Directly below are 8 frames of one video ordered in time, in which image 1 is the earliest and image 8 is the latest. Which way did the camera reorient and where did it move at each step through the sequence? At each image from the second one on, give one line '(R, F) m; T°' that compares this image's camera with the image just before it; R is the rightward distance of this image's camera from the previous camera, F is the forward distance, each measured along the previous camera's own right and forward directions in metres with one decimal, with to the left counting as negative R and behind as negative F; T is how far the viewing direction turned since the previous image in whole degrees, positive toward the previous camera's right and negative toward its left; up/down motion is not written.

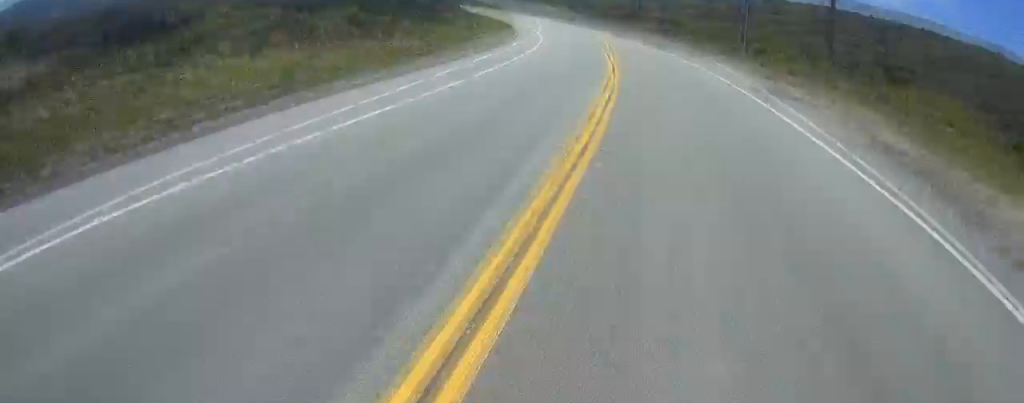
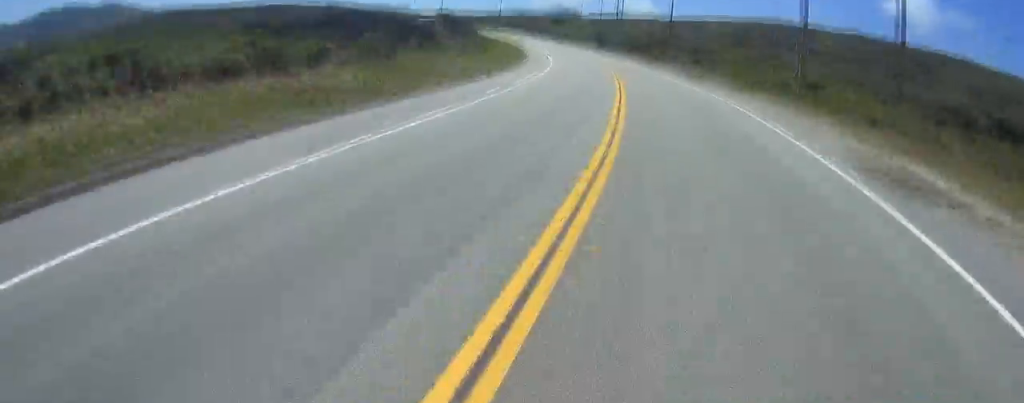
(+0.3, +8.9) m; -2°
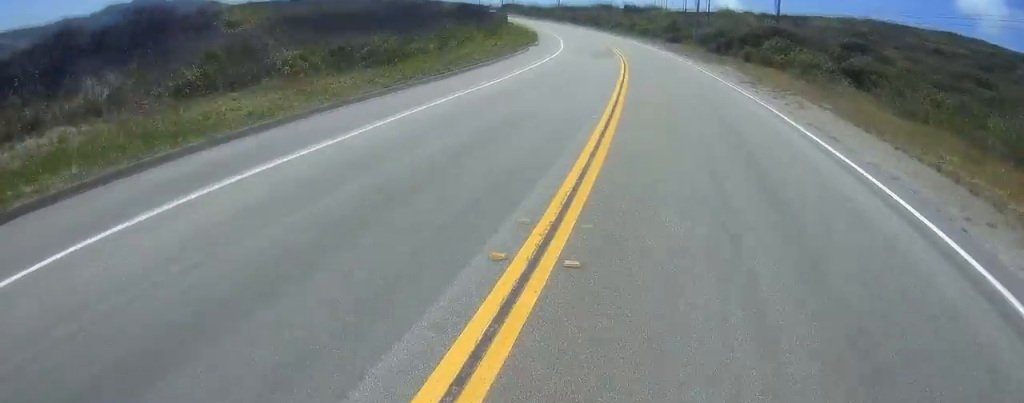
(-4.0, +36.6) m; -10°
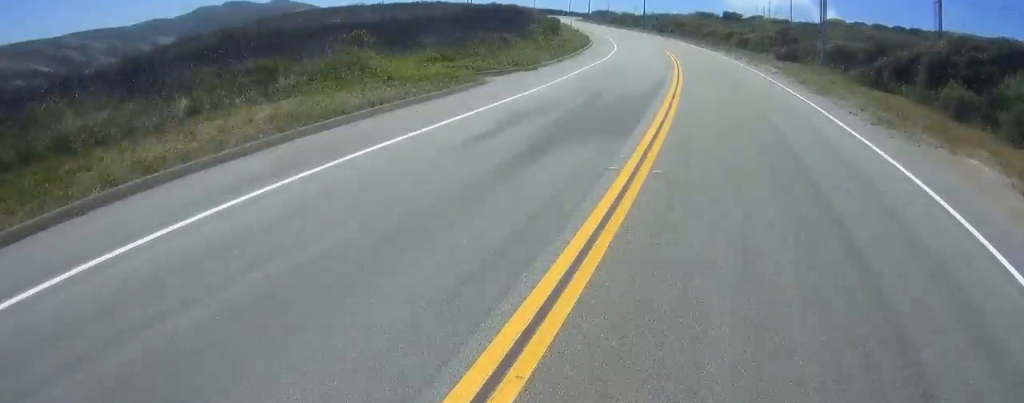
(-1.2, +26.6) m; -5°
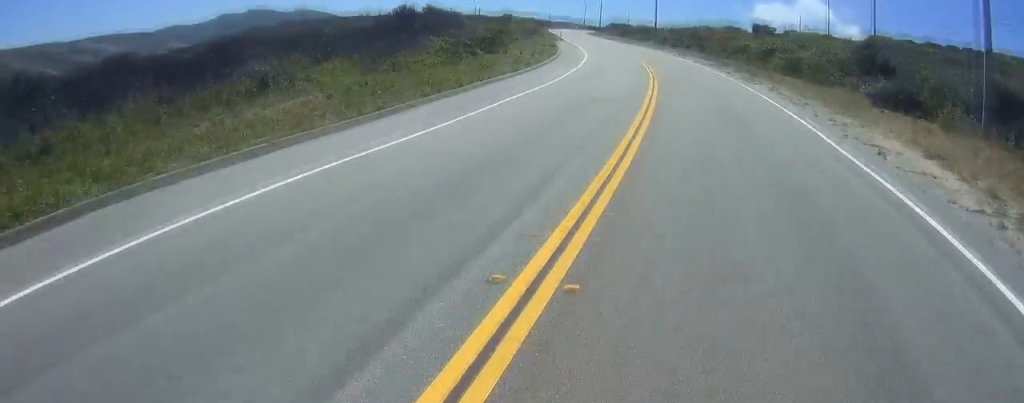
(-0.8, +25.2) m; -4°
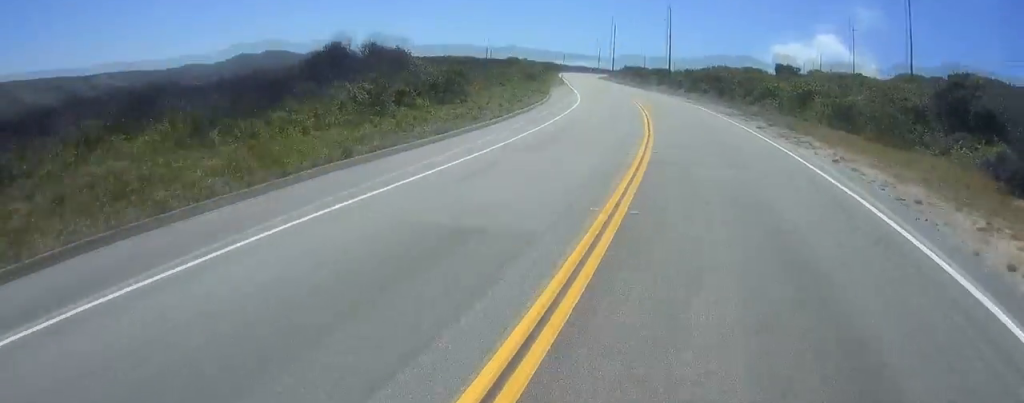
(+0.1, +10.5) m; -2°
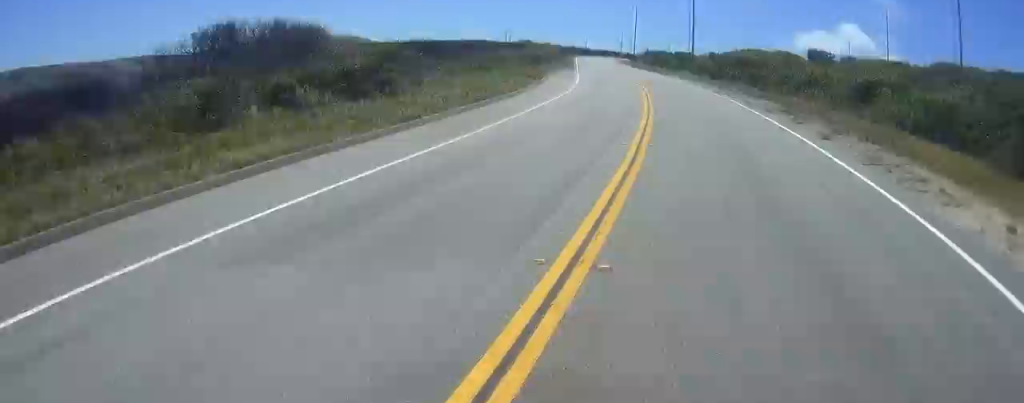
(-0.4, +10.5) m; -2°
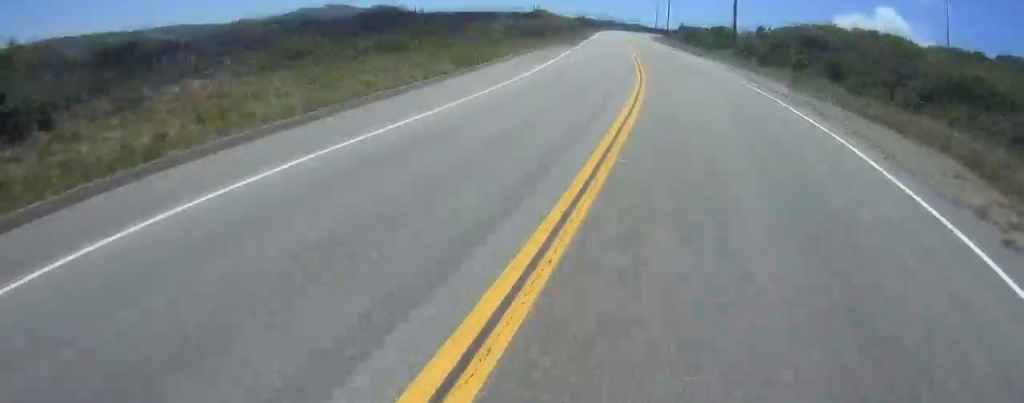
(-0.5, +18.6) m; -4°
